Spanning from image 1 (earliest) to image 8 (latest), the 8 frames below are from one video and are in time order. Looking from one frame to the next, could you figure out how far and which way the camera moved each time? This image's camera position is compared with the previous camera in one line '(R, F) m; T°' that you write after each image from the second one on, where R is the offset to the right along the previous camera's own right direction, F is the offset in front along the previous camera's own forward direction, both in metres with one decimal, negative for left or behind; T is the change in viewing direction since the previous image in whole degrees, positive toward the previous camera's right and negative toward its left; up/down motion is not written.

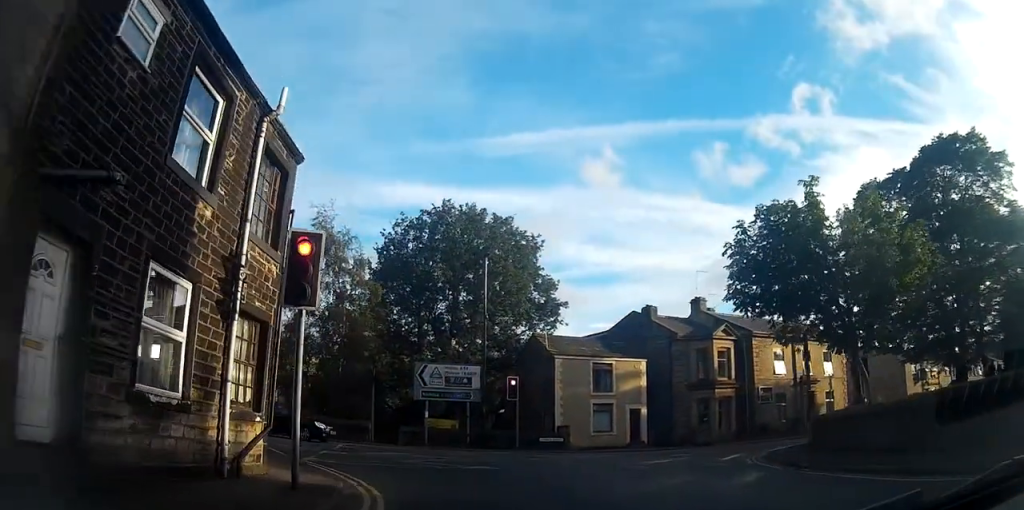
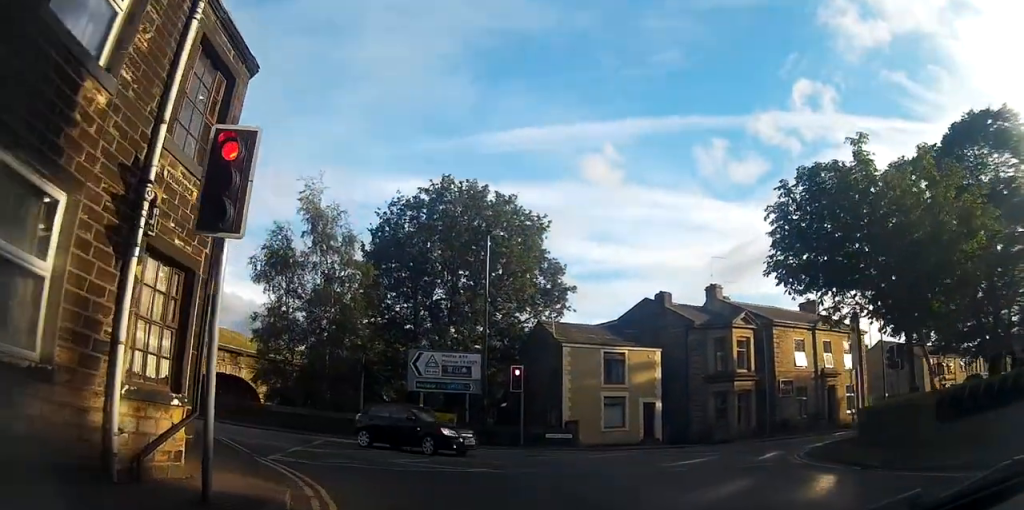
(+0.2, +2.4) m; +4°
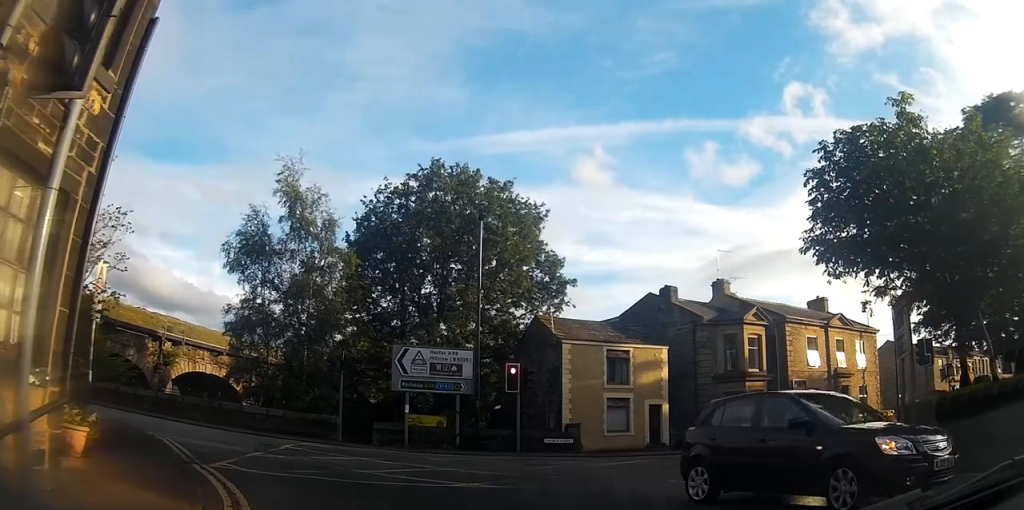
(-0.7, +1.4) m; 0°
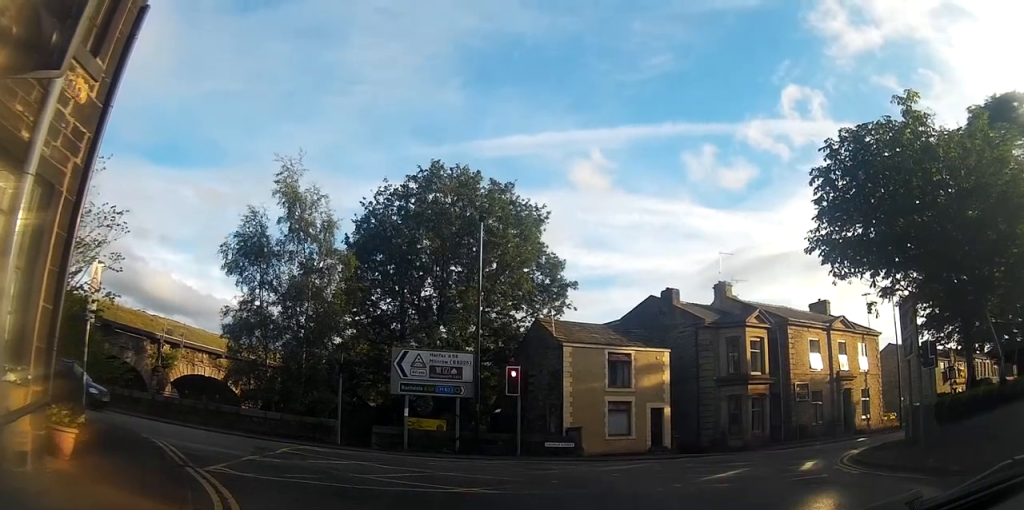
(-0.1, 0.0) m; 0°
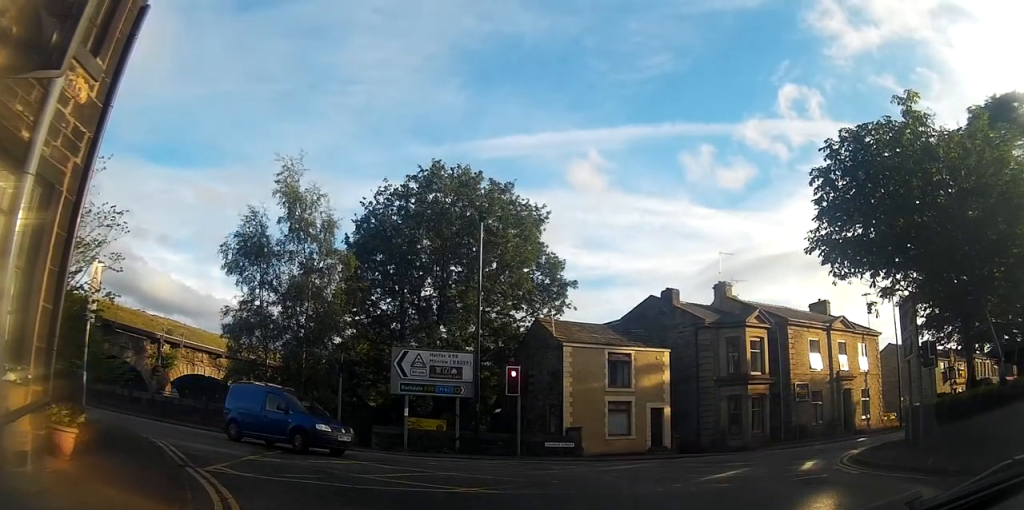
(0.0, 0.0) m; 0°
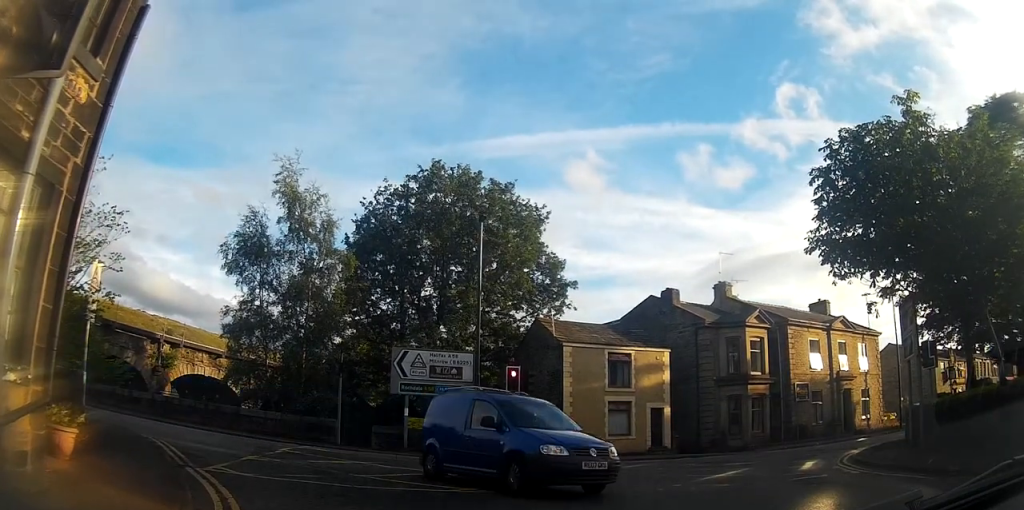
(0.0, 0.0) m; 0°
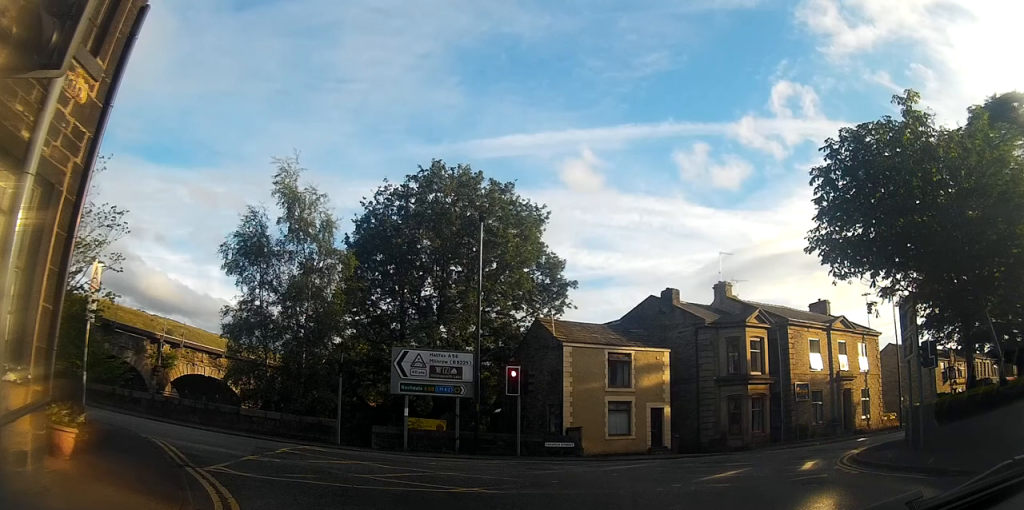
(0.0, 0.0) m; 0°
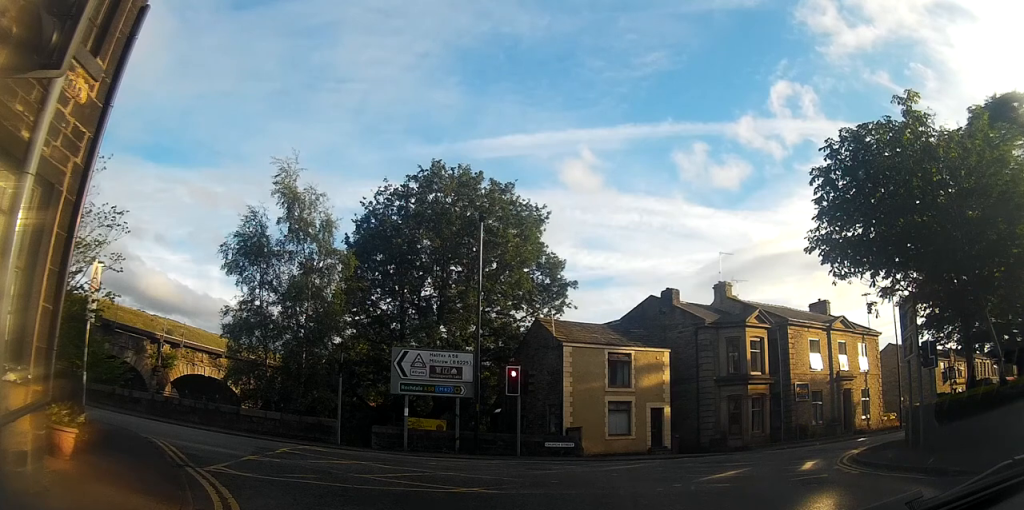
(0.0, 0.0) m; 0°
